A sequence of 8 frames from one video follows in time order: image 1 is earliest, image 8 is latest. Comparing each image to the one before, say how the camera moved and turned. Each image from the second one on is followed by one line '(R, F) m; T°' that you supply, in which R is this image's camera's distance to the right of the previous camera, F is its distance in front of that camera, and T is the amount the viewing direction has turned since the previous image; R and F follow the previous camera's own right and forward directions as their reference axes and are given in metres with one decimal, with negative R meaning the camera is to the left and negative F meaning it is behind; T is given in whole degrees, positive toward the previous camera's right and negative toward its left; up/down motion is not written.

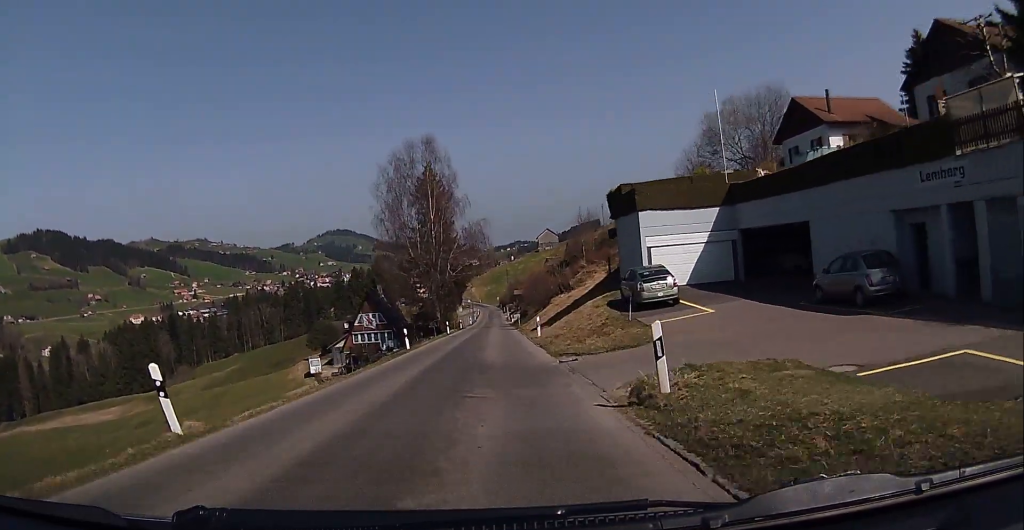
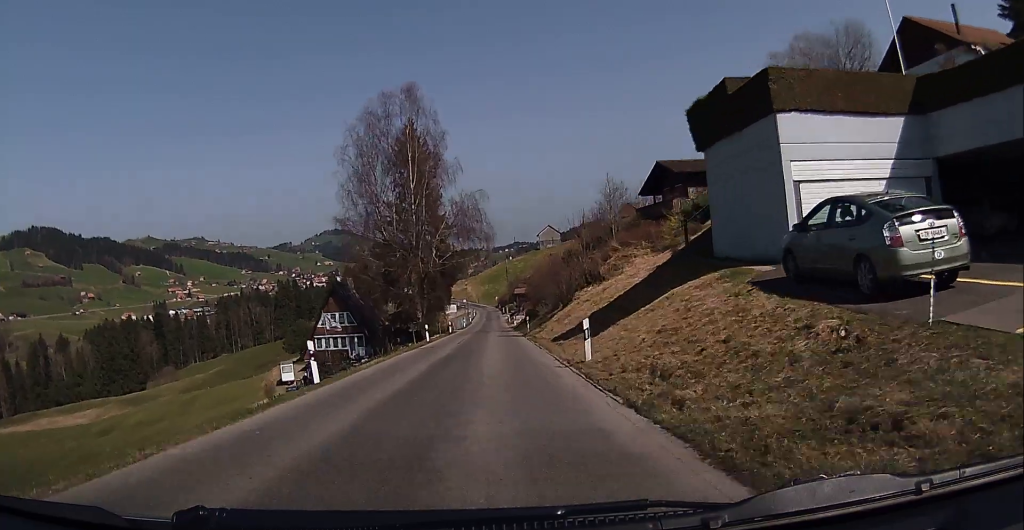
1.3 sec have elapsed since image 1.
(-0.3, +15.3) m; -5°
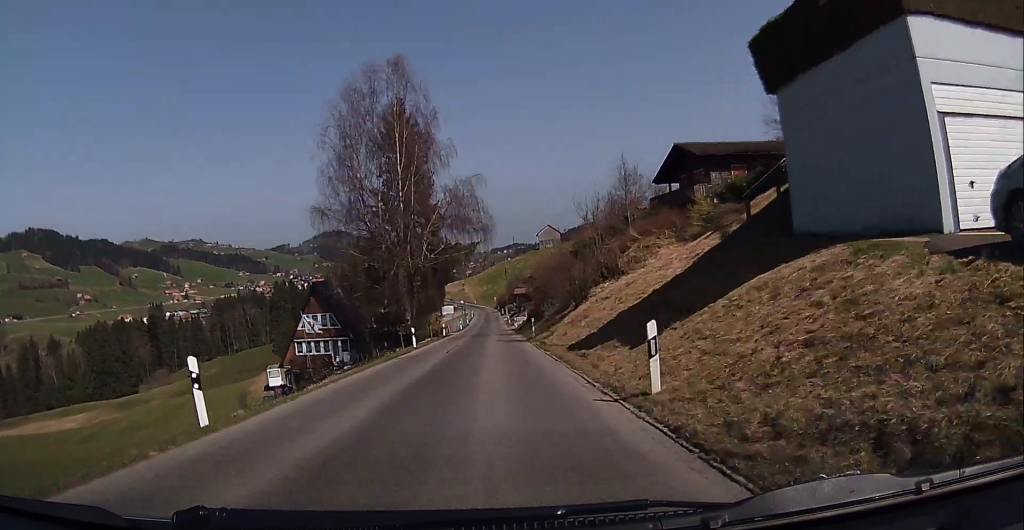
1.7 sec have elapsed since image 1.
(-0.5, +5.9) m; -1°
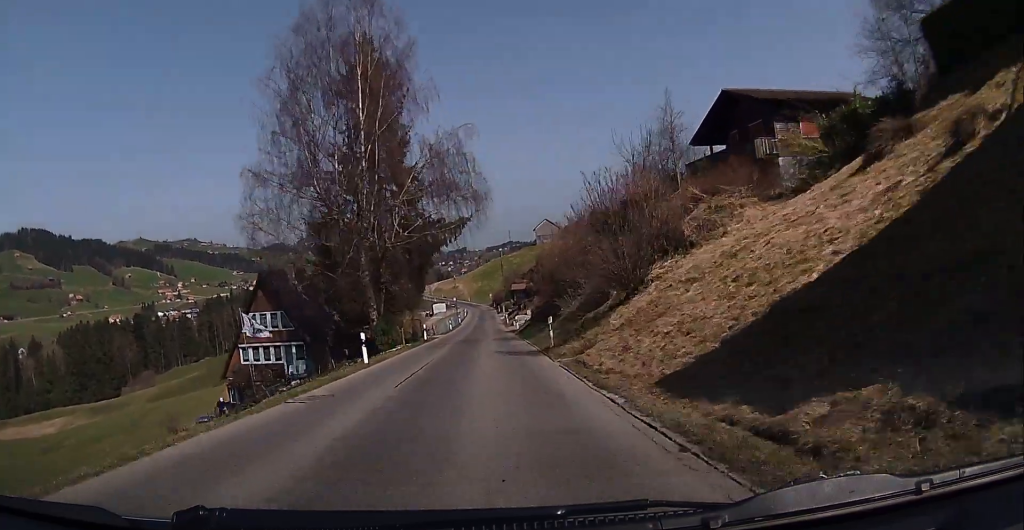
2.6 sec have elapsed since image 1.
(0.0, +11.7) m; -1°
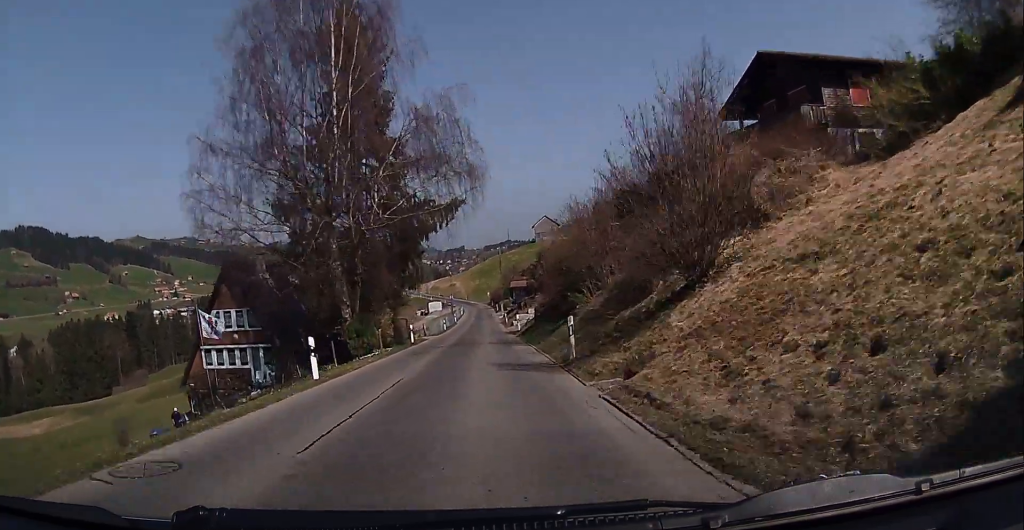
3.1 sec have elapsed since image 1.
(+0.4, +5.7) m; 0°
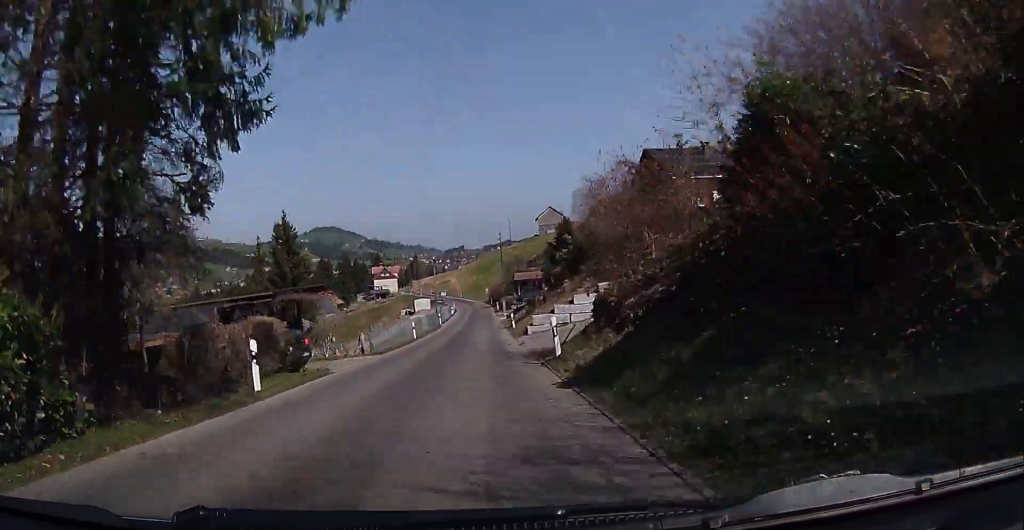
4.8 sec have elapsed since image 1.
(-0.5, +23.9) m; +1°
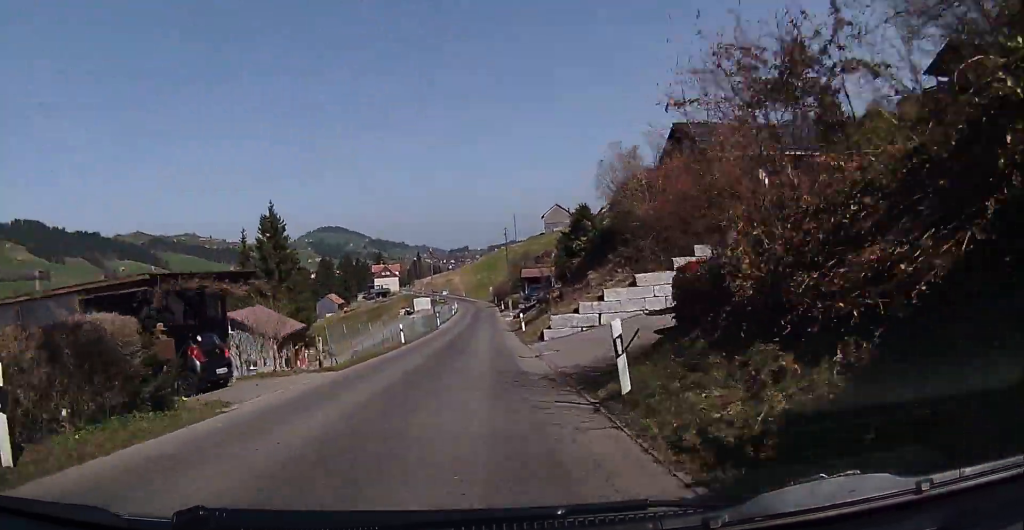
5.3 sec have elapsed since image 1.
(+0.1, +7.3) m; +1°
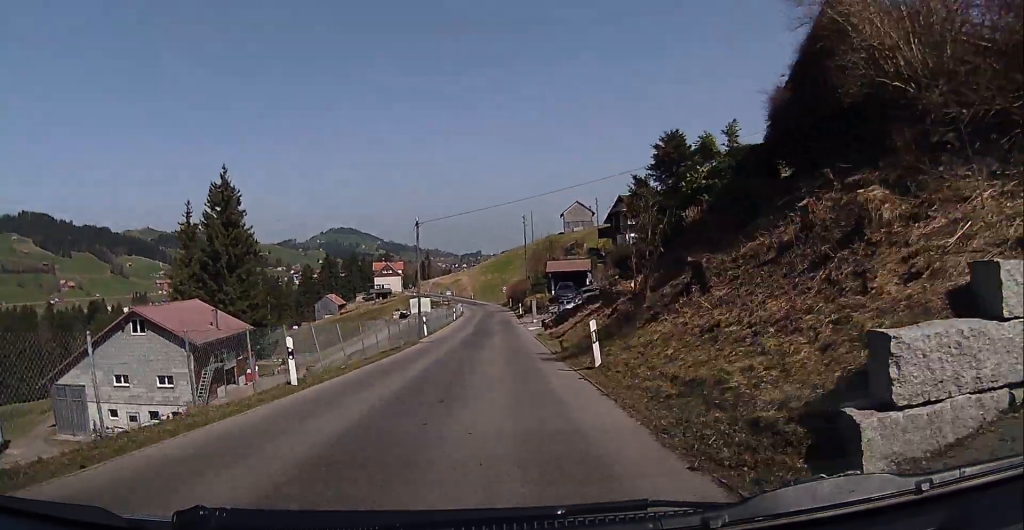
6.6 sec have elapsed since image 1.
(-0.5, +19.8) m; -4°
